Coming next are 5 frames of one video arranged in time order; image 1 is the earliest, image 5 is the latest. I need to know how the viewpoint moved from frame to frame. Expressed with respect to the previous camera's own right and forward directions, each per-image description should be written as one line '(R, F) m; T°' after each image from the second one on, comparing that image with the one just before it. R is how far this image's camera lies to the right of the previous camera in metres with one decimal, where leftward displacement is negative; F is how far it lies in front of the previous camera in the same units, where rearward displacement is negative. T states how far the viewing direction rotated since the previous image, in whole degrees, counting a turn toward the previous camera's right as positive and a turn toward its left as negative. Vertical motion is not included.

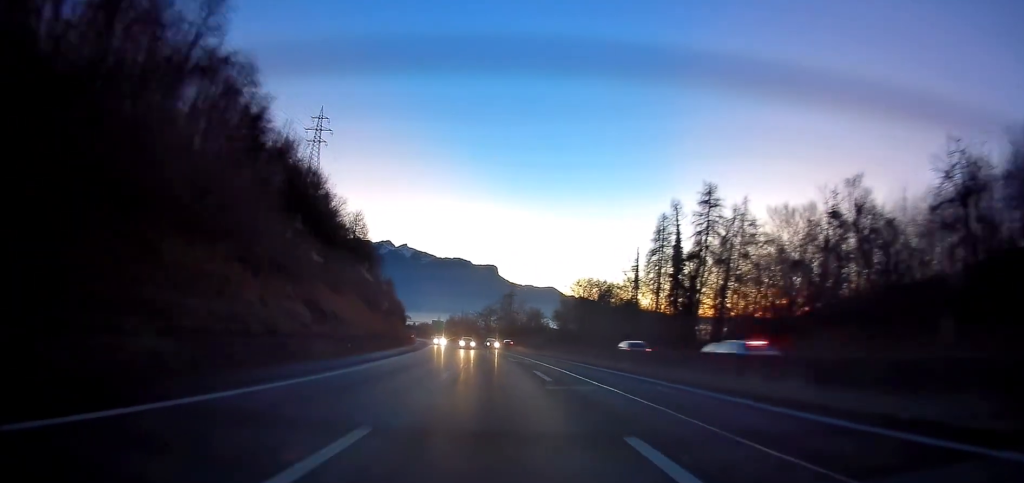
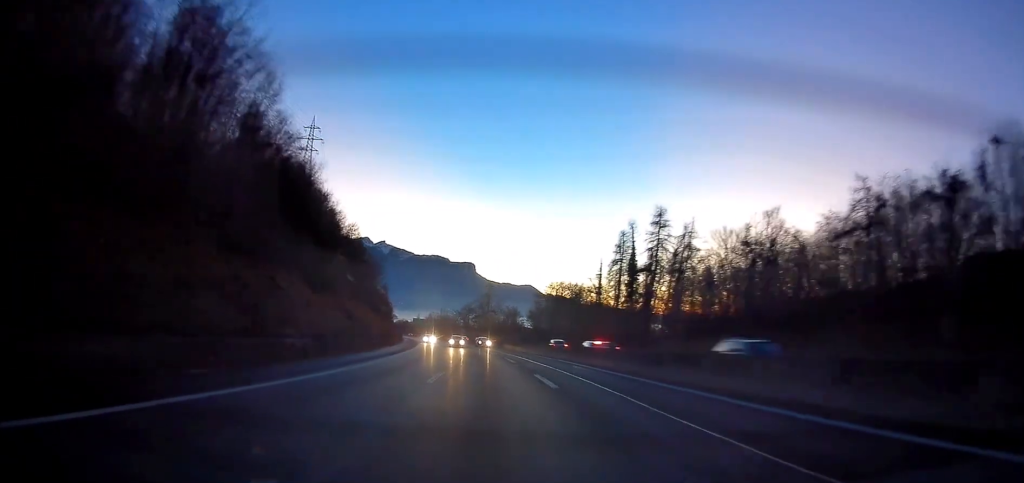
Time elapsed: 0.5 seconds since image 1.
(+0.3, +14.6) m; +1°
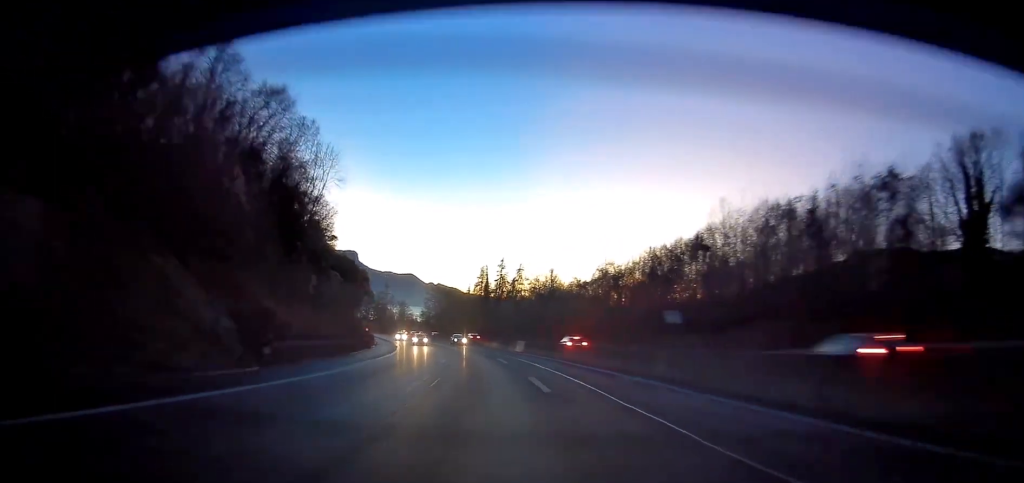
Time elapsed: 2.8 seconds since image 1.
(+5.5, +68.8) m; +11°
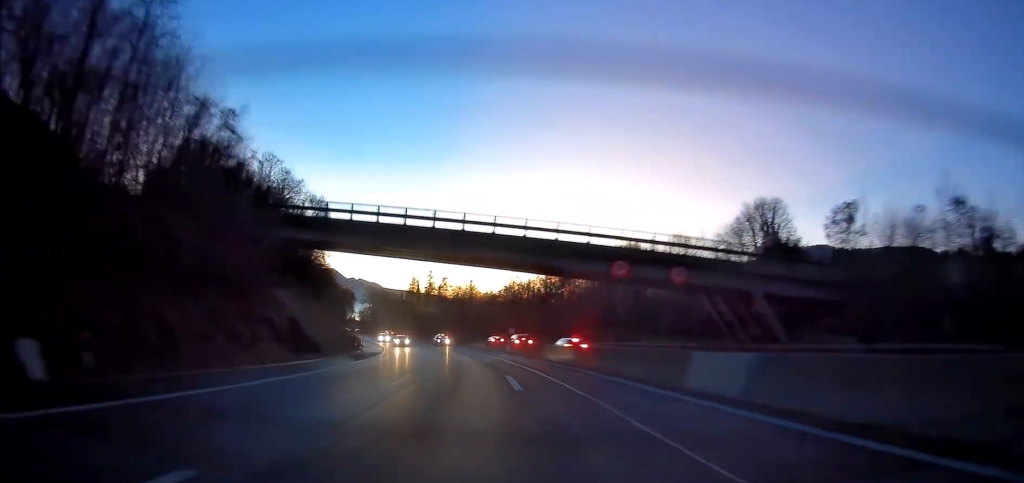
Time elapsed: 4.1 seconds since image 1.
(+1.9, +37.7) m; +7°
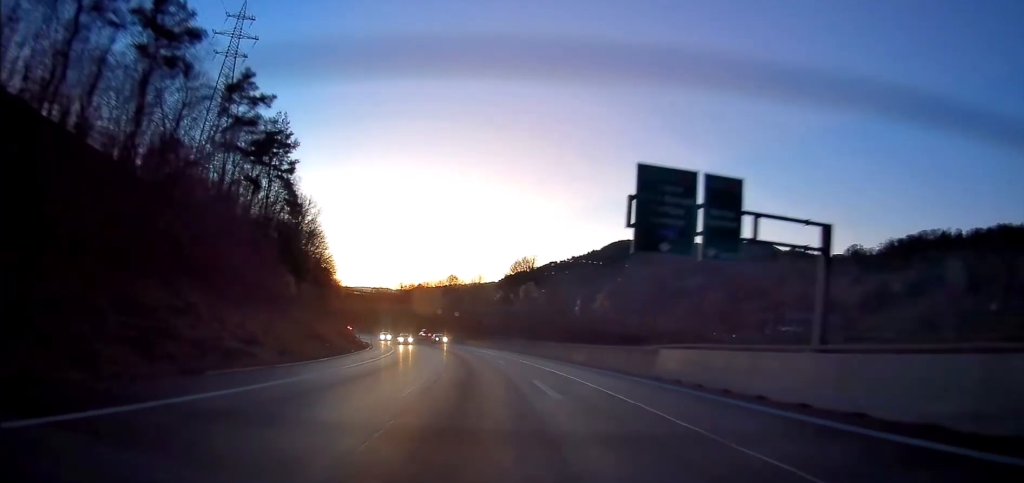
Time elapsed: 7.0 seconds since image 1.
(+12.7, +86.2) m; +17°
